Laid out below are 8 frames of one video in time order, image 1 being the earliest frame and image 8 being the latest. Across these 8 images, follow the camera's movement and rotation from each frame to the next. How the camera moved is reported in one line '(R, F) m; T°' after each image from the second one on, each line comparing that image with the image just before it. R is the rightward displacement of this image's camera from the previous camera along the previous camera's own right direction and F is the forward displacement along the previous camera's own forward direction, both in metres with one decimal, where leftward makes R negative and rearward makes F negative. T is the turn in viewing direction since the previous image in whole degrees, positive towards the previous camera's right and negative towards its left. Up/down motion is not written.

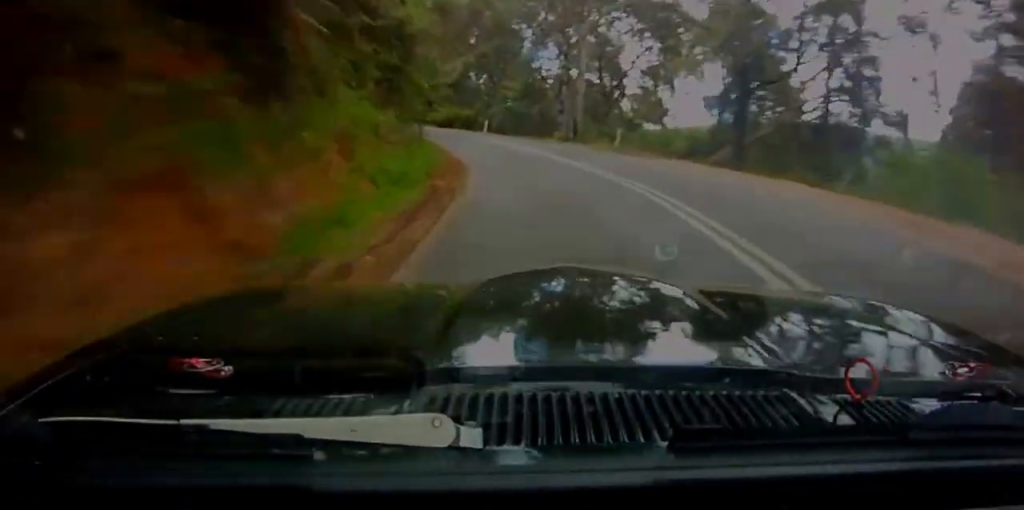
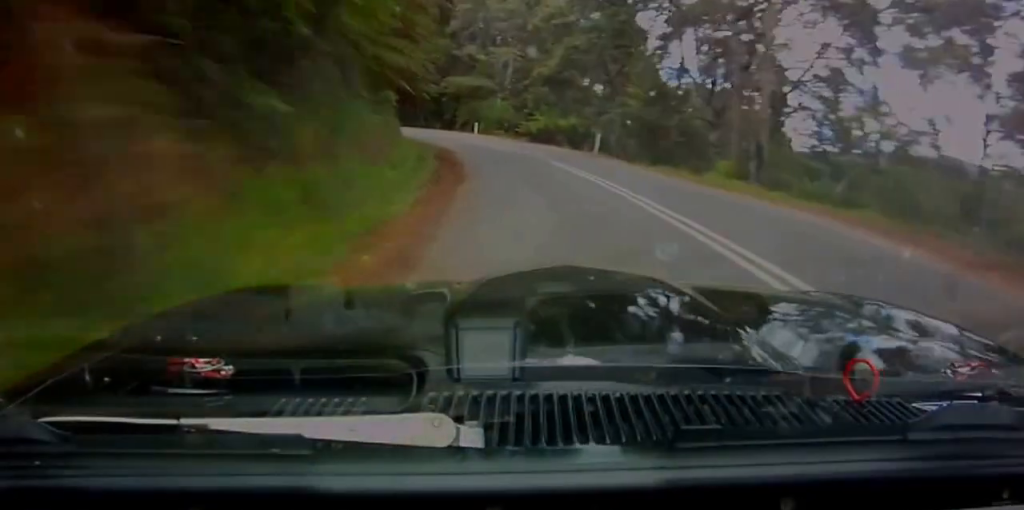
(0.0, +19.8) m; 0°
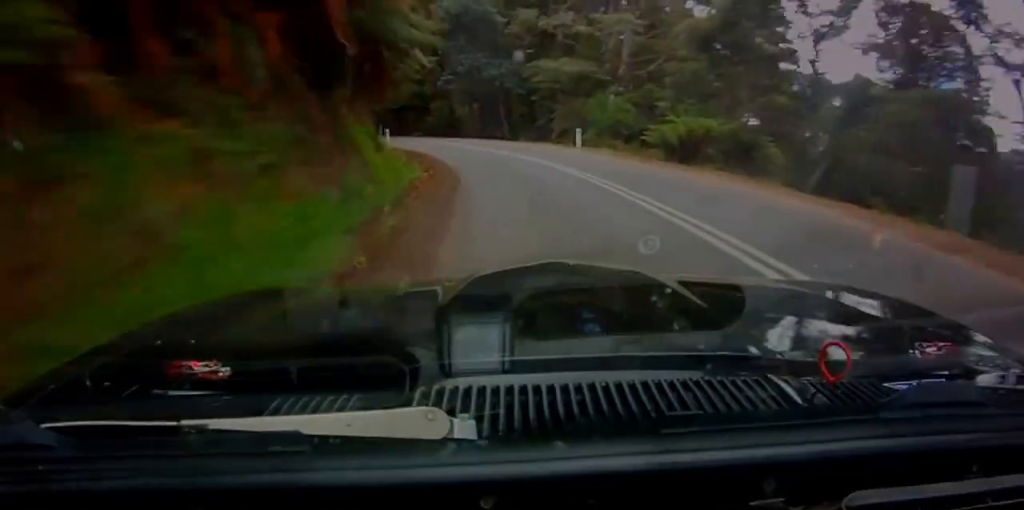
(0.0, +20.8) m; 0°
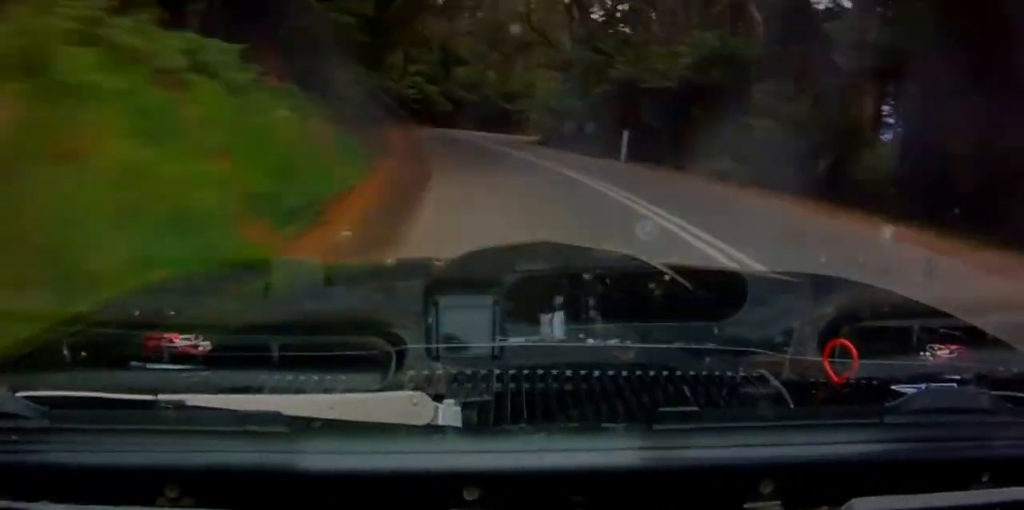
(-0.2, +37.1) m; -4°
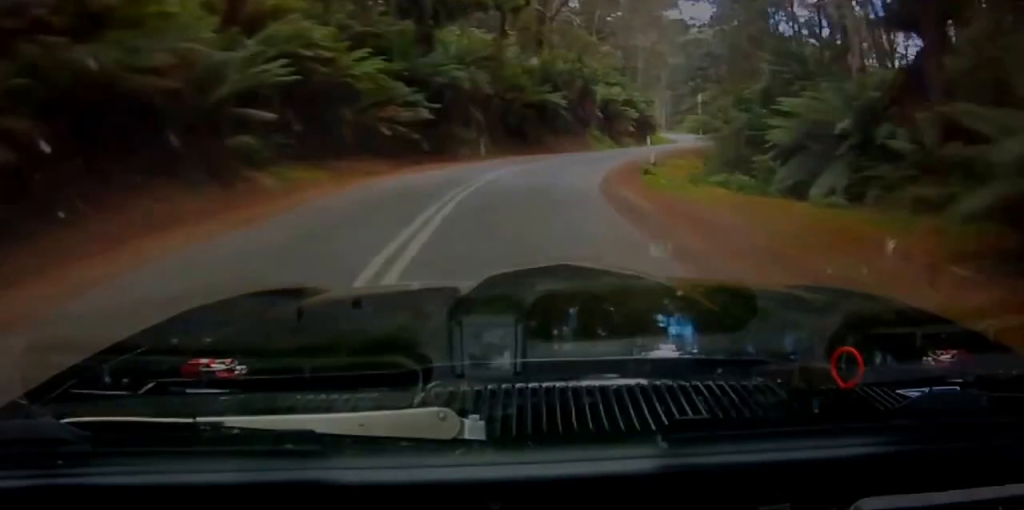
(-11.0, +40.1) m; -33°
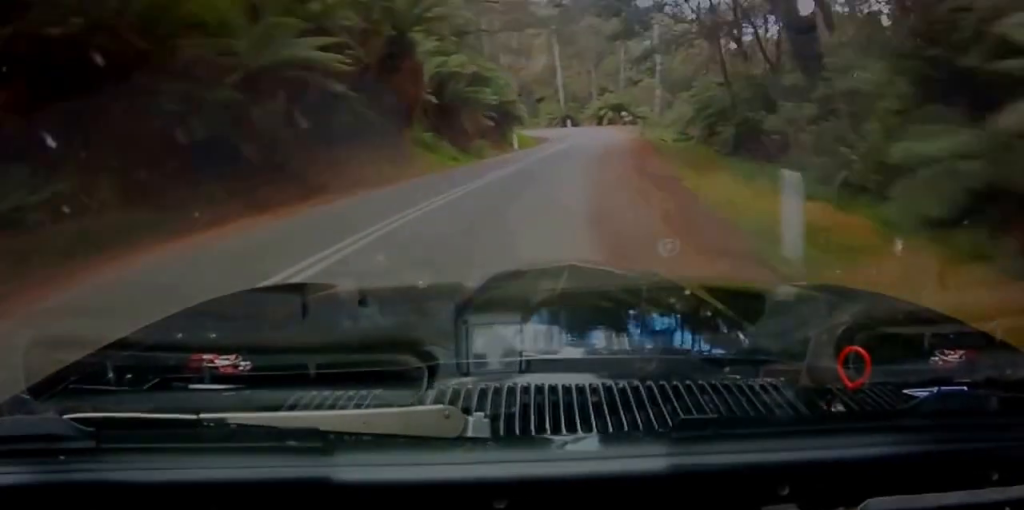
(-3.6, +25.6) m; -8°
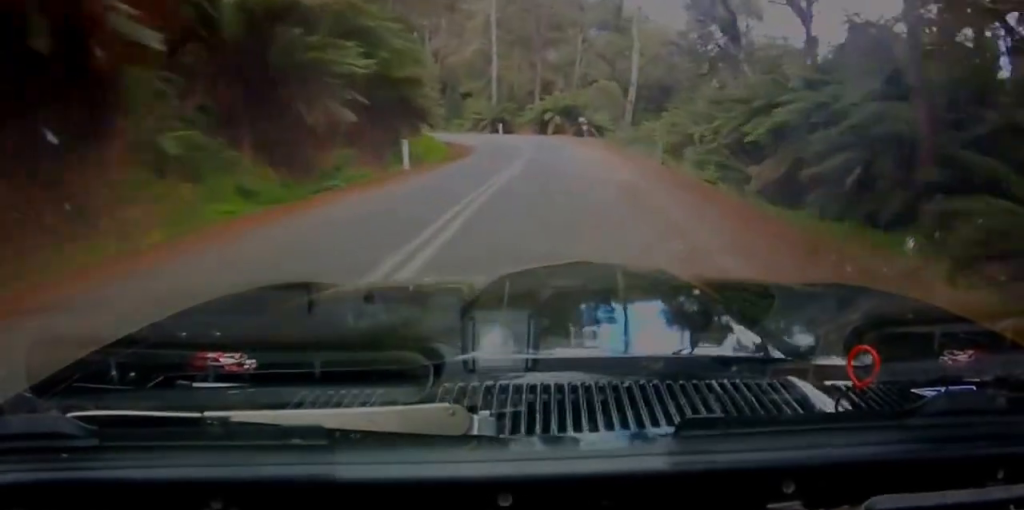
(-0.4, +16.4) m; -1°
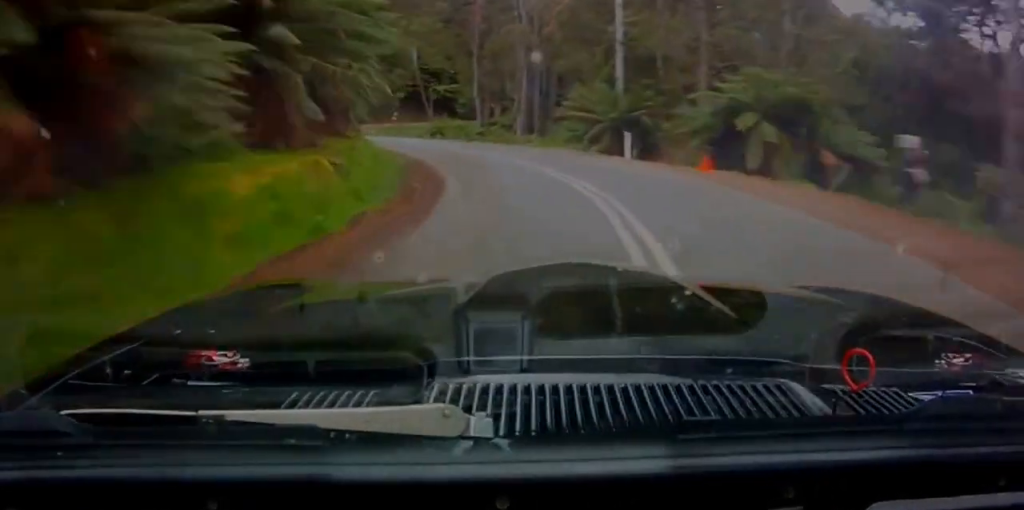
(+0.4, +34.1) m; 0°
